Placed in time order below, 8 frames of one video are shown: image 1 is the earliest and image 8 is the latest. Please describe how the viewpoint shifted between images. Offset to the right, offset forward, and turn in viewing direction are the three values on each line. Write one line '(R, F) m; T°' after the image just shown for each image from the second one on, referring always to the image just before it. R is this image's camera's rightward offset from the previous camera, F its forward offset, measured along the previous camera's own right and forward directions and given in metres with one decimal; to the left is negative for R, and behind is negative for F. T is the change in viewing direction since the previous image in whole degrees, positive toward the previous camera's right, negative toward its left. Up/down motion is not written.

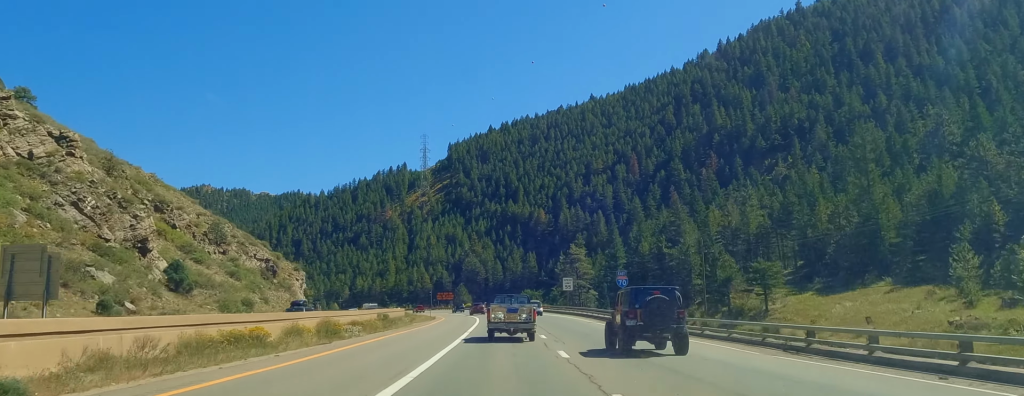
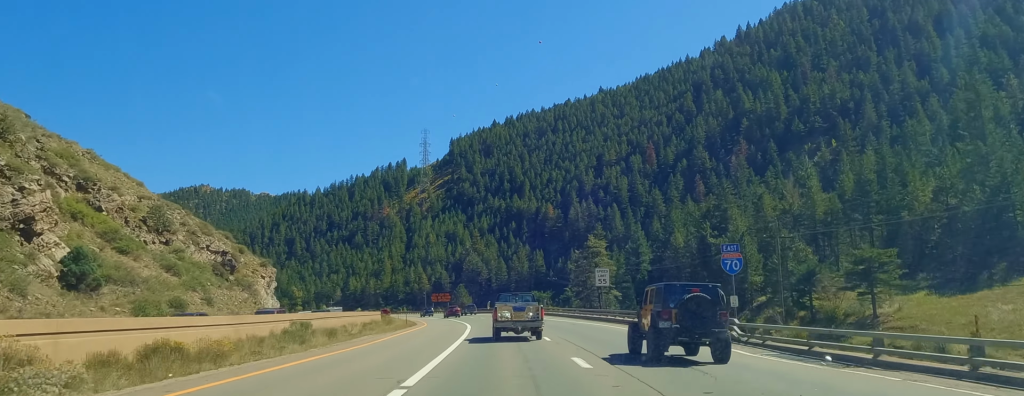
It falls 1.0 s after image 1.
(+0.4, +27.0) m; -1°
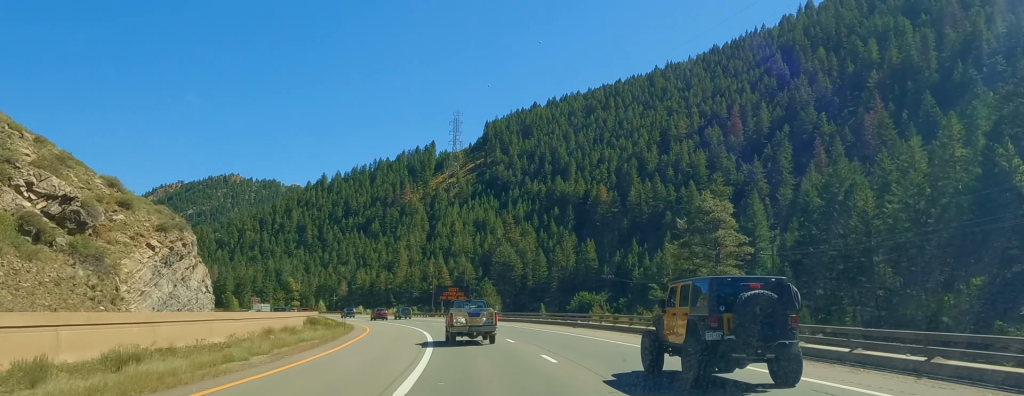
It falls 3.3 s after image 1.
(-2.5, +60.1) m; -5°
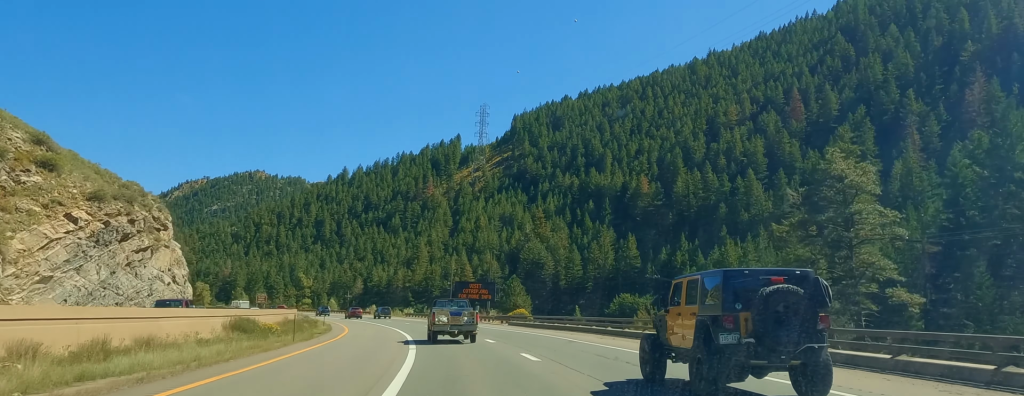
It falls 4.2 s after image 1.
(-0.8, +23.7) m; -3°
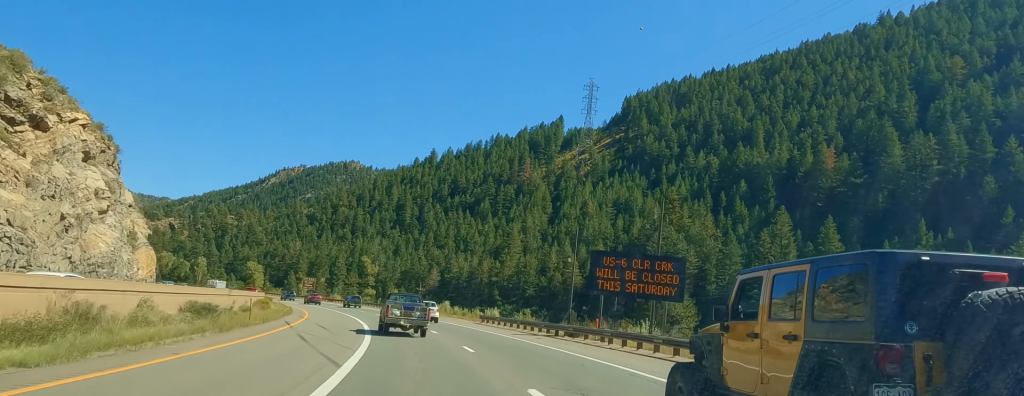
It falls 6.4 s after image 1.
(-4.1, +57.3) m; -9°
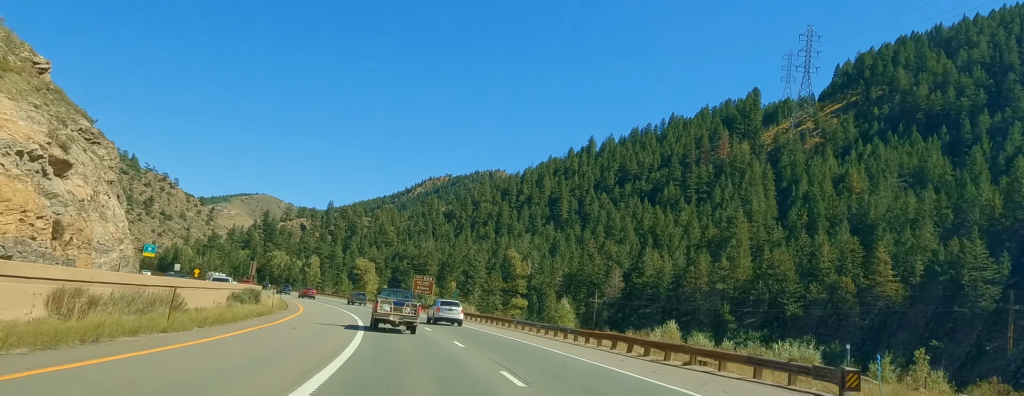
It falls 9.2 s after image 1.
(-6.7, +72.5) m; -12°
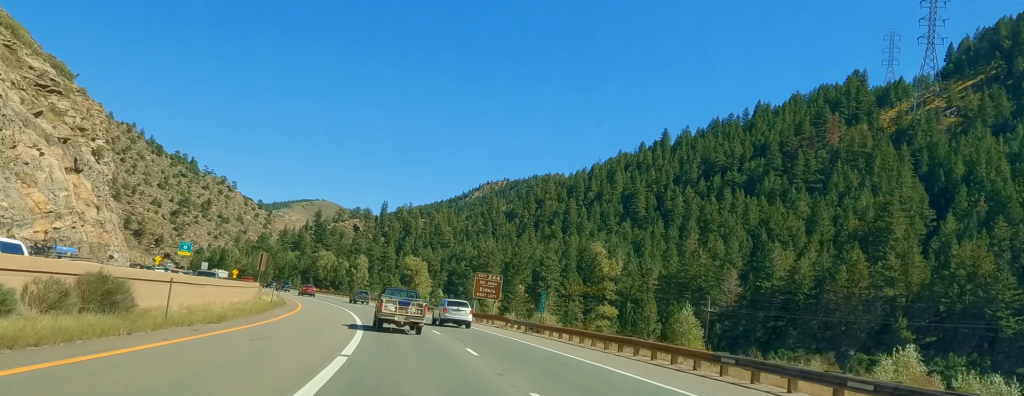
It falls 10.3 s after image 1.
(-2.0, +28.4) m; -5°
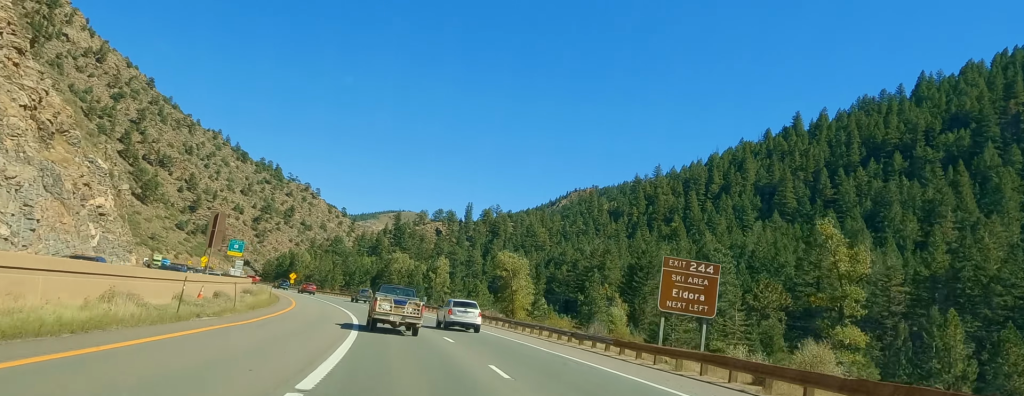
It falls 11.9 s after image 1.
(-2.7, +42.9) m; -7°
